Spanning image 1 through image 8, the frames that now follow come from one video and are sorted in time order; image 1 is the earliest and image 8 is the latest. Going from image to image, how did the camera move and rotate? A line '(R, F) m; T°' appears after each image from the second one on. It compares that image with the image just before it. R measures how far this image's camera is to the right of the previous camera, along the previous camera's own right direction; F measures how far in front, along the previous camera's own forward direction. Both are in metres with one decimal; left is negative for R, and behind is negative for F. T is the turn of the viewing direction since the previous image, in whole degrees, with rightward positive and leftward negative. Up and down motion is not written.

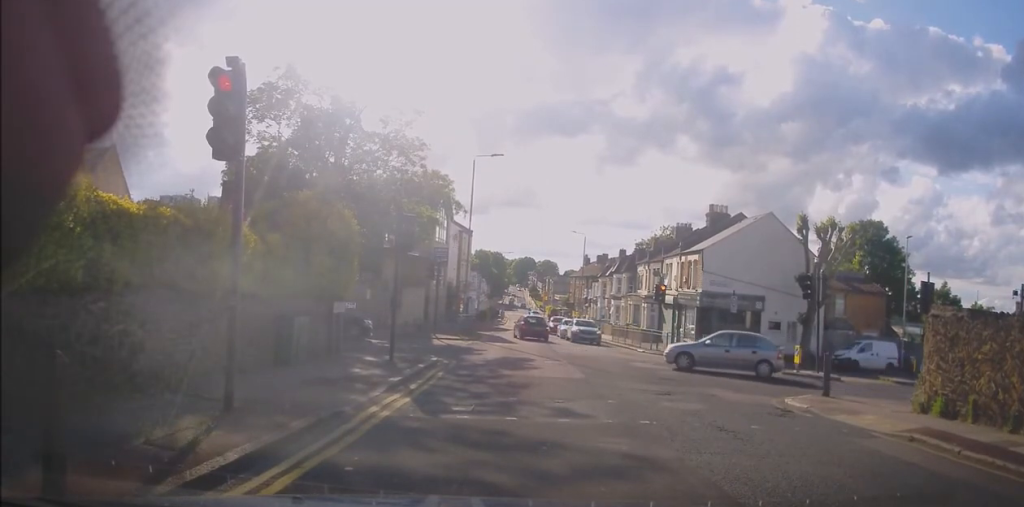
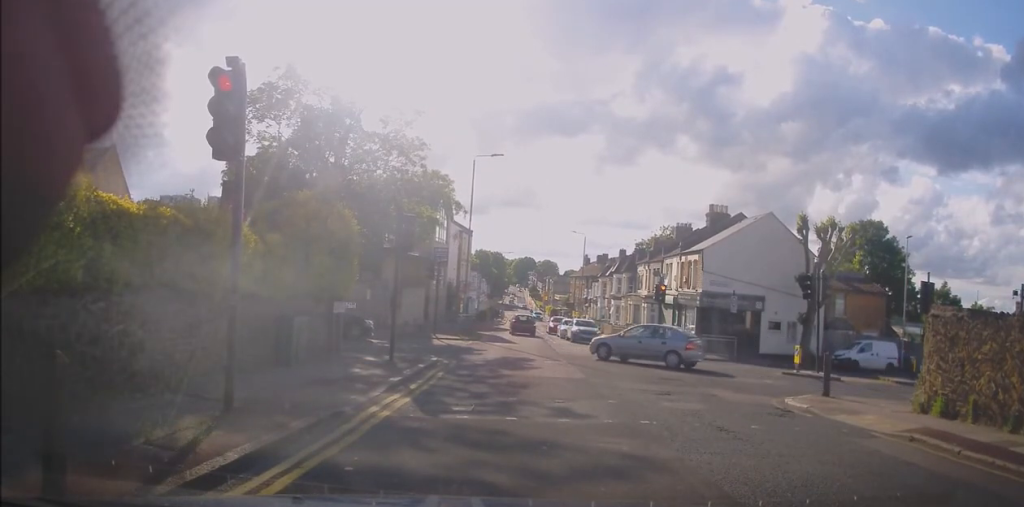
(0.0, 0.0) m; 0°
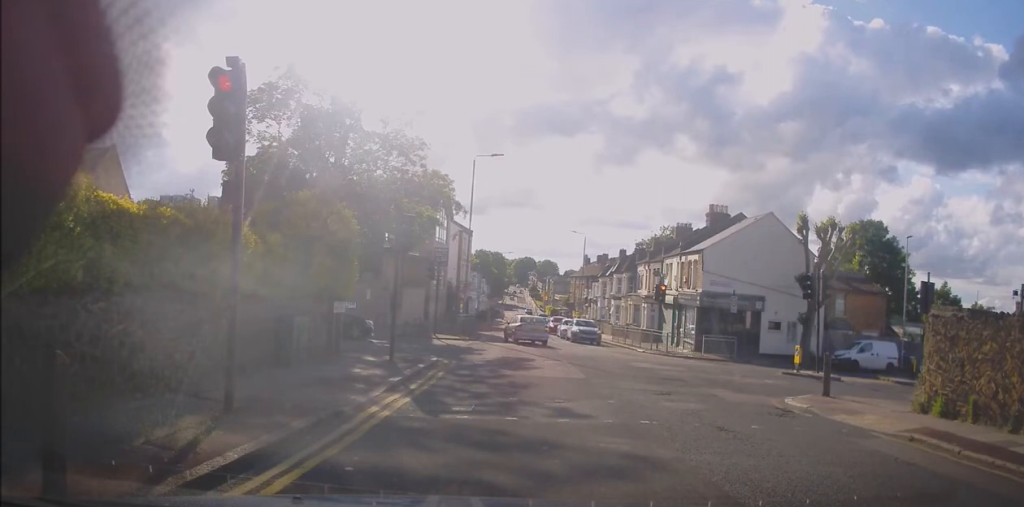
(0.0, 0.0) m; 0°
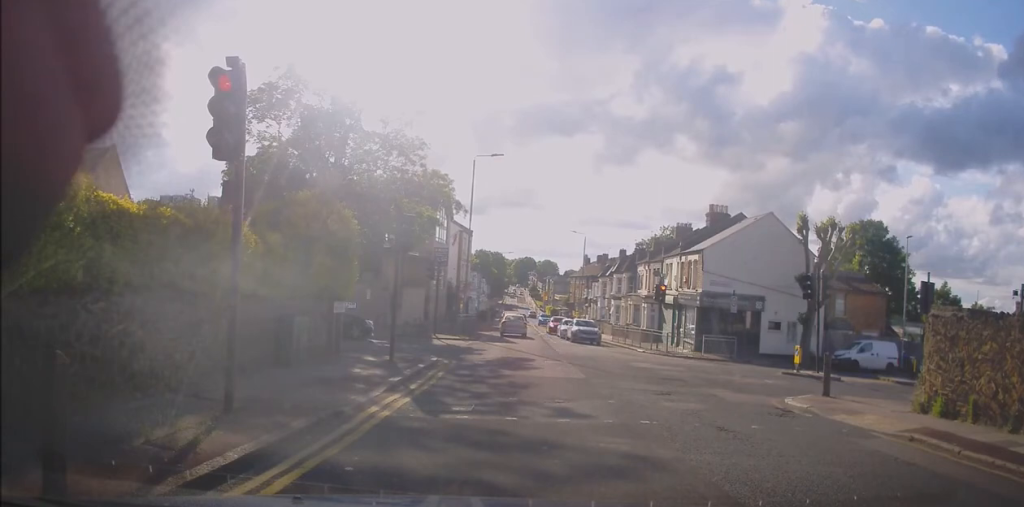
(0.0, 0.0) m; 0°
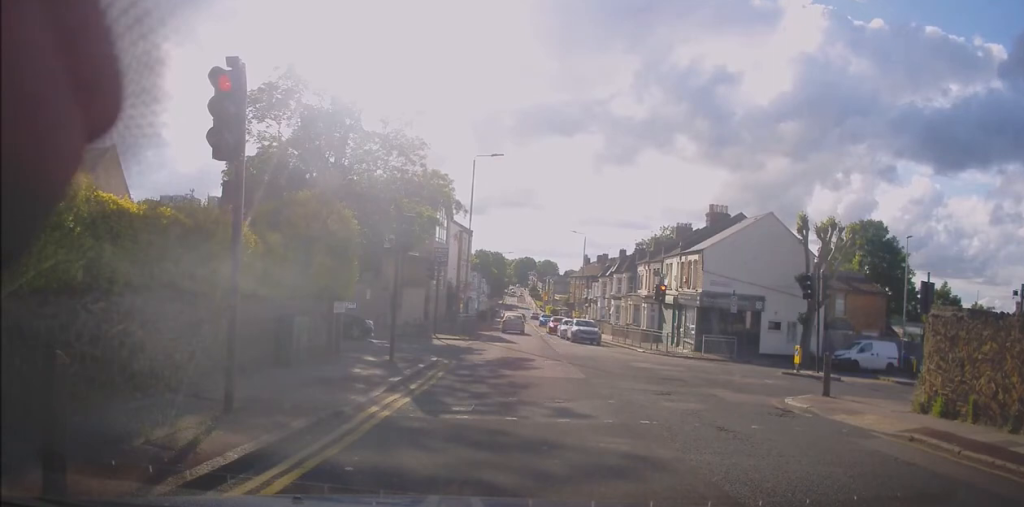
(0.0, 0.0) m; 0°
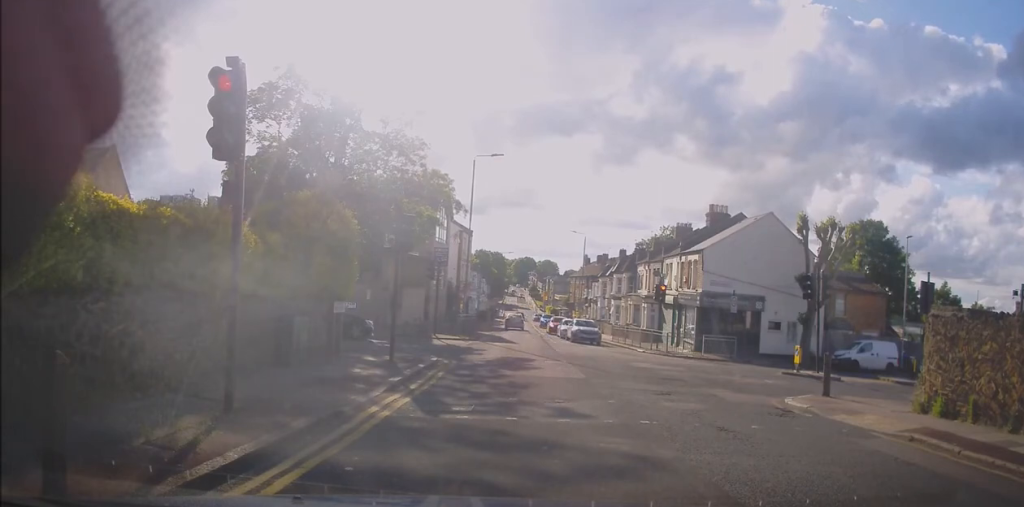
(0.0, 0.0) m; 0°
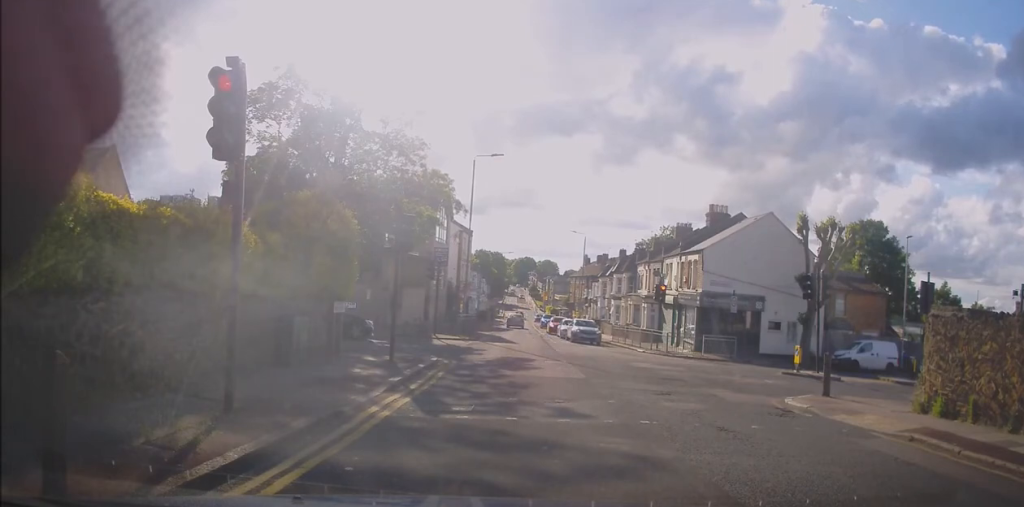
(0.0, 0.0) m; 0°
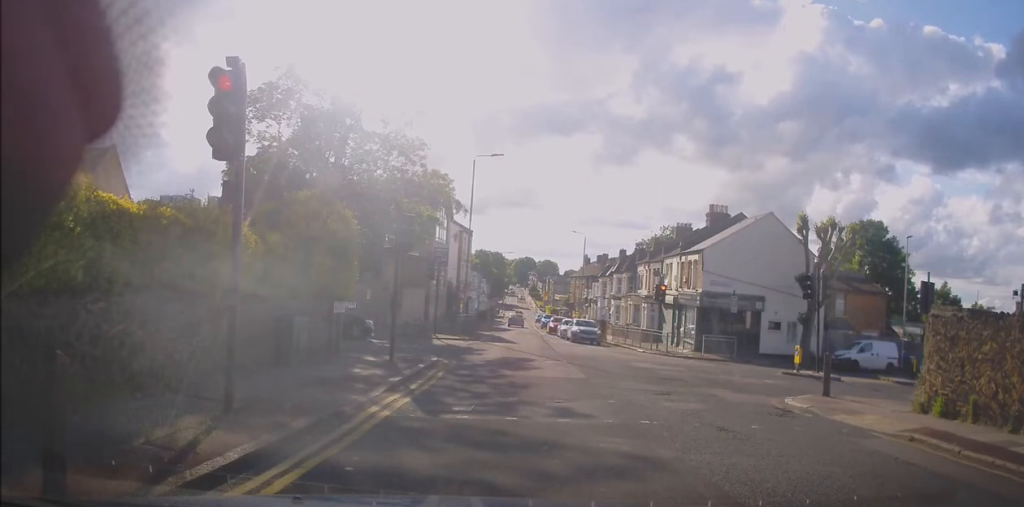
(0.0, 0.0) m; 0°
